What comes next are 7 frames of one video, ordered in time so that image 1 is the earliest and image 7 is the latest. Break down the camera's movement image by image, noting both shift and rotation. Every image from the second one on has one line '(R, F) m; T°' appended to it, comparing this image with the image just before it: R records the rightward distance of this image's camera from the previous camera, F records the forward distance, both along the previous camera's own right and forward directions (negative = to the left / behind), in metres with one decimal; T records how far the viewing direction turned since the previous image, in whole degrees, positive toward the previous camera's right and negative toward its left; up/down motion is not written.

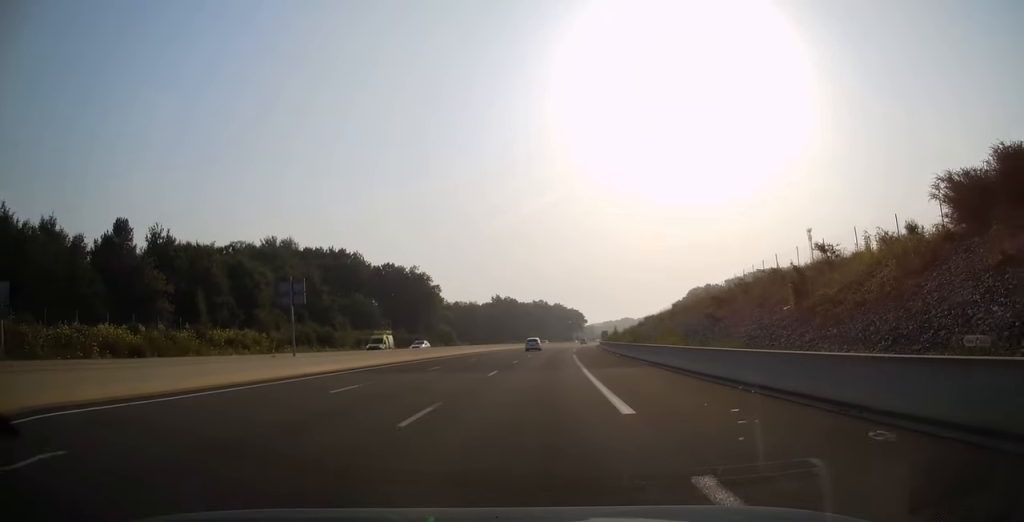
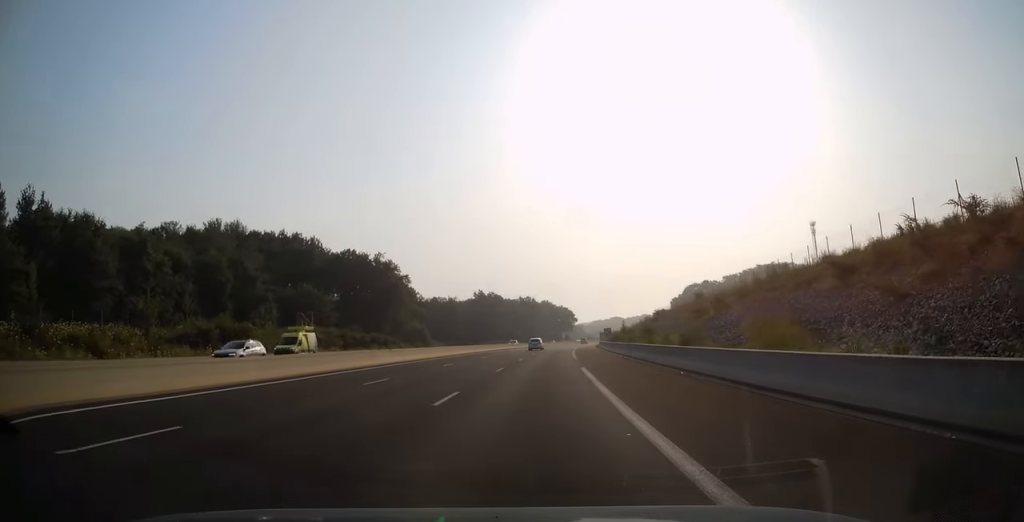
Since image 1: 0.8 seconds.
(-0.1, +23.3) m; +1°
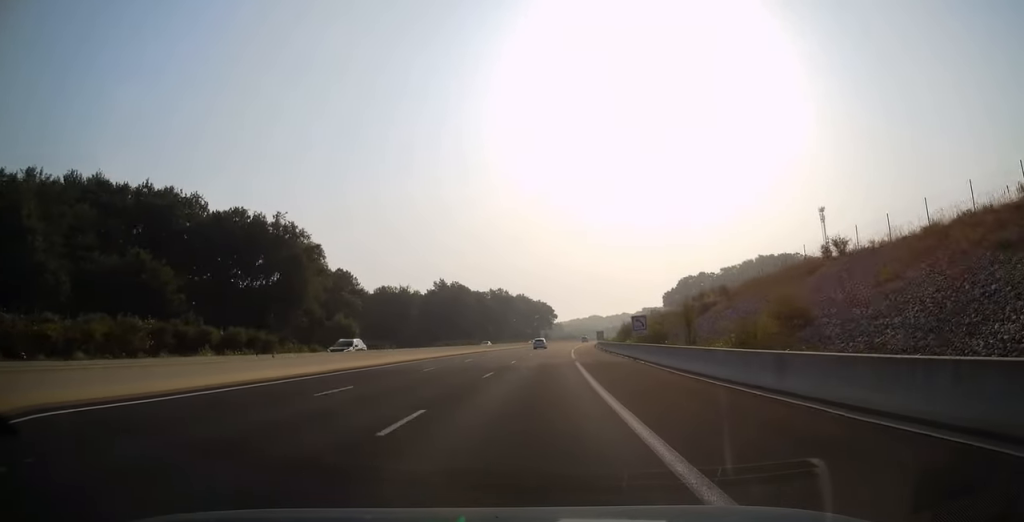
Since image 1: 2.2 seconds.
(+0.8, +43.1) m; +2°
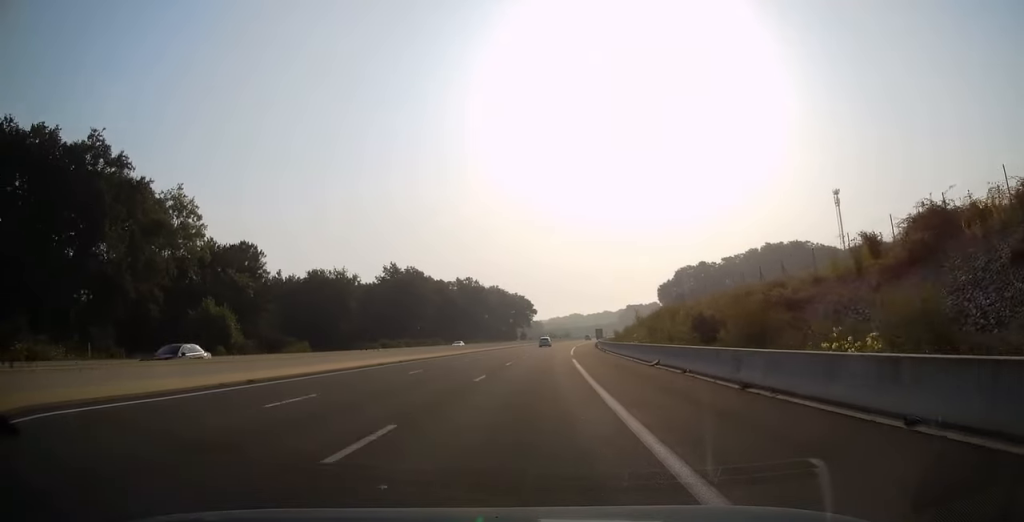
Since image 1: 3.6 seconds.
(+0.9, +41.1) m; +2°
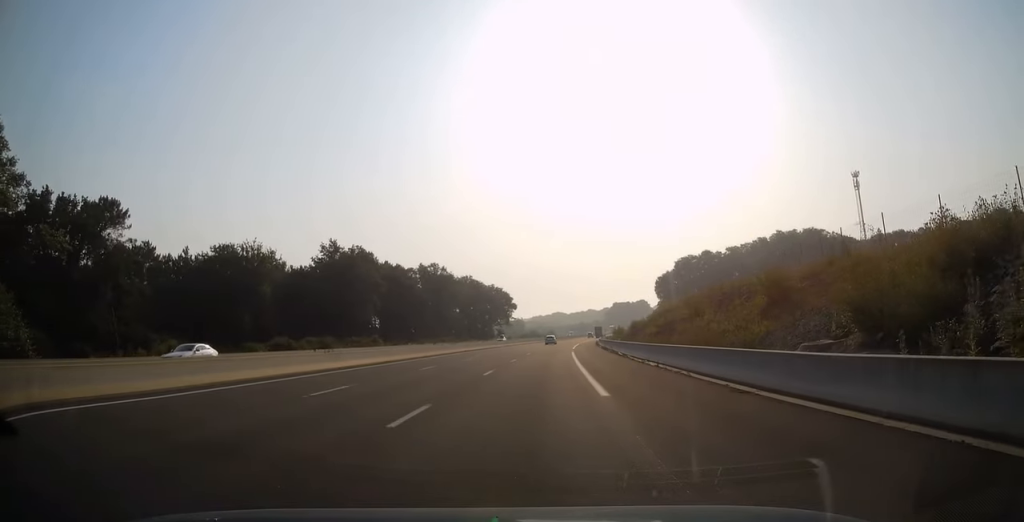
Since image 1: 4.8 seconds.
(+0.3, +36.2) m; +1°
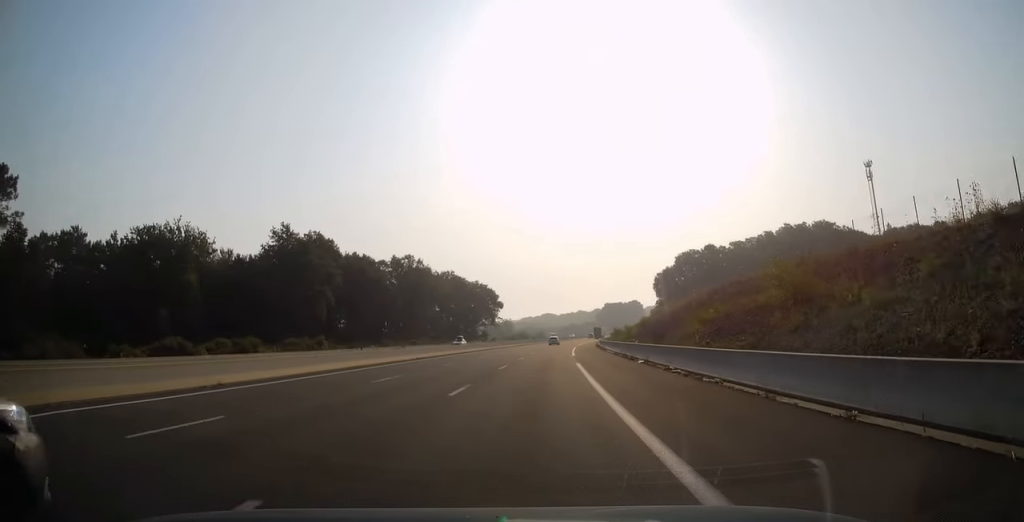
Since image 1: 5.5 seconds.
(+0.3, +20.3) m; +1°
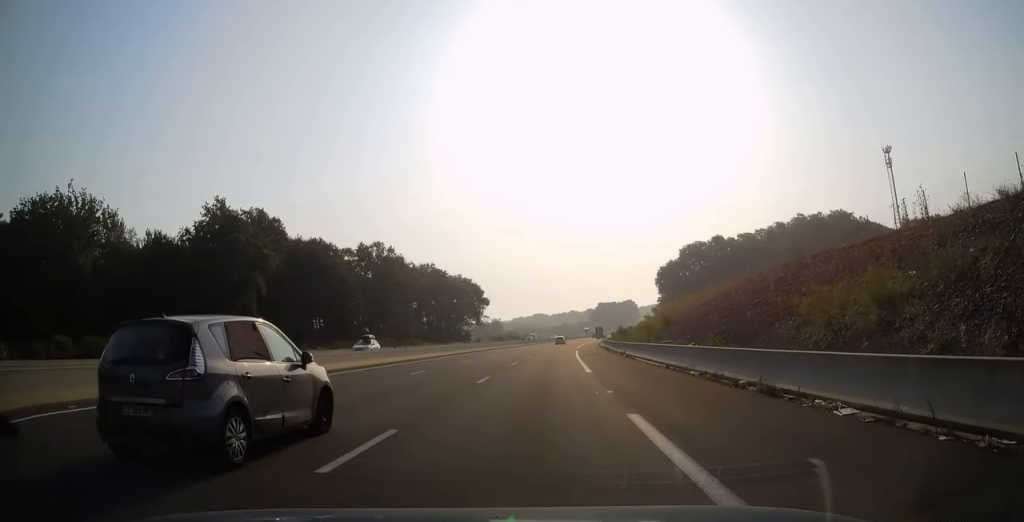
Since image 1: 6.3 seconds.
(+0.1, +21.8) m; +1°
